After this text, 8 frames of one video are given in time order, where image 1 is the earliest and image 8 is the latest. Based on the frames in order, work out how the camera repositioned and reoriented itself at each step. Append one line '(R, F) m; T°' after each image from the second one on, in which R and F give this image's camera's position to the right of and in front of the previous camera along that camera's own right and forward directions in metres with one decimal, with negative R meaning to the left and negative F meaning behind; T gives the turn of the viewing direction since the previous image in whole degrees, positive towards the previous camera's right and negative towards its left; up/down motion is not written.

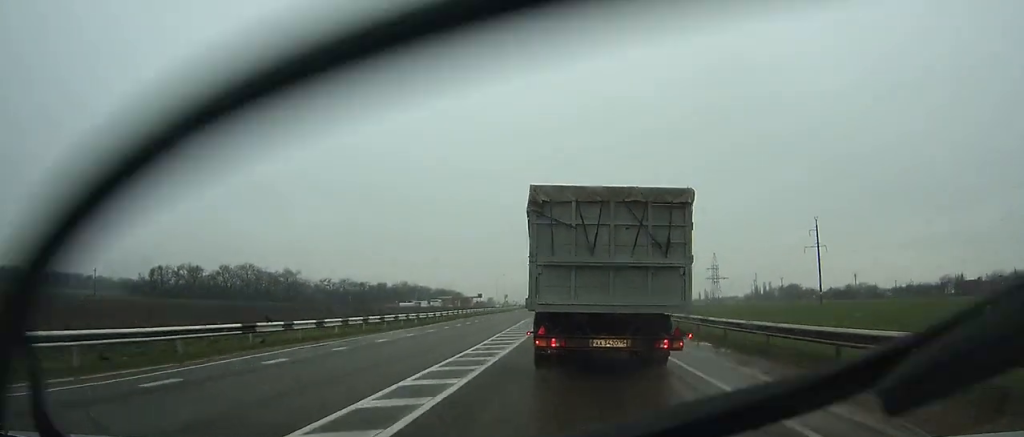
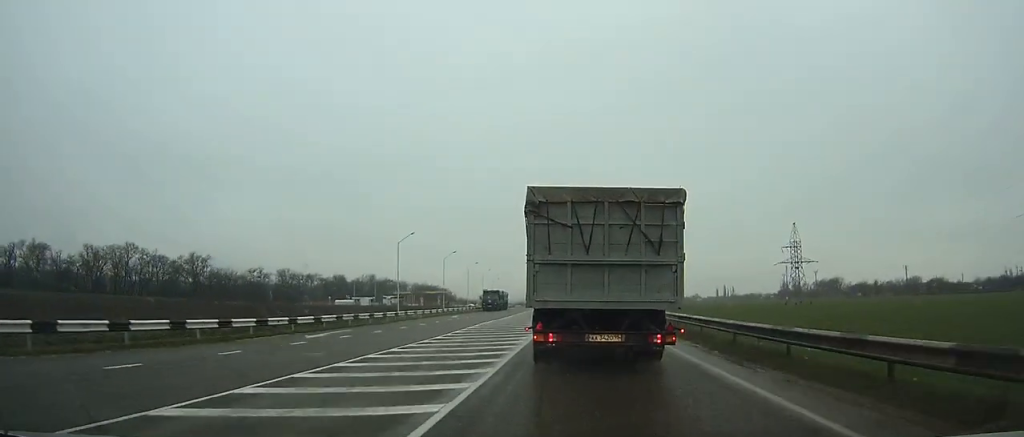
(-0.4, +86.0) m; -1°
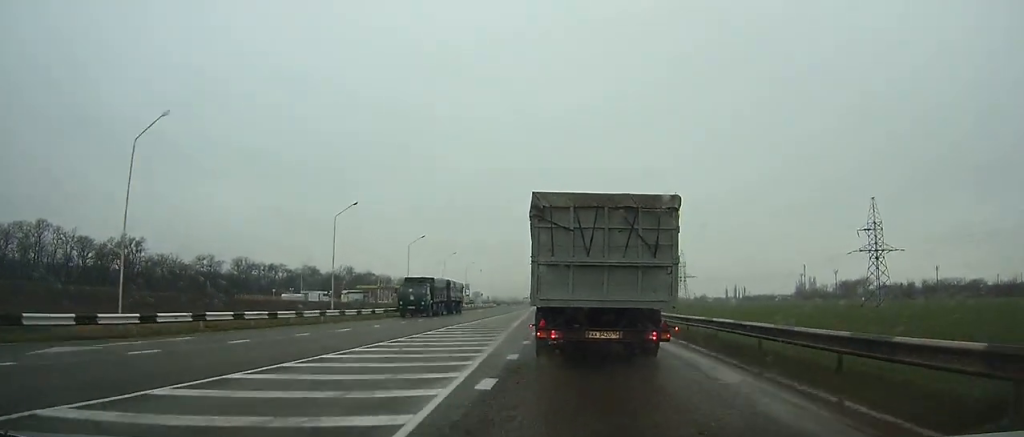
(-0.4, +43.3) m; -1°
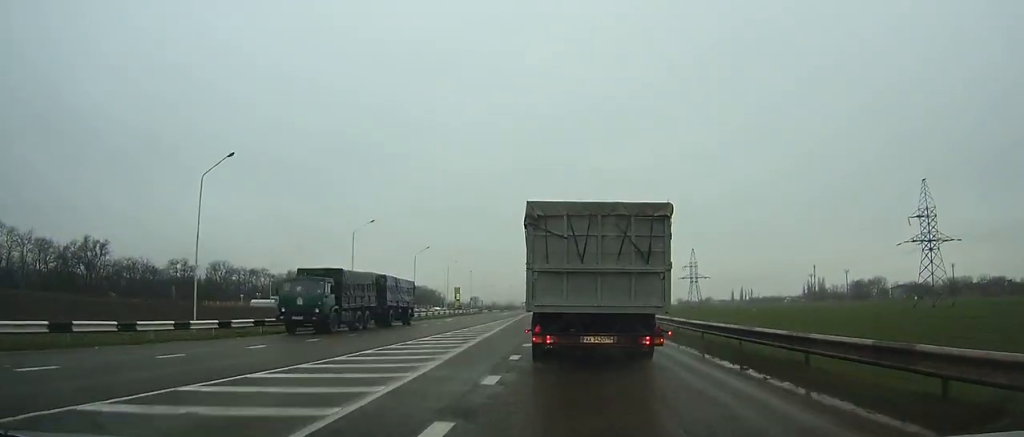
(+0.1, +19.1) m; 0°
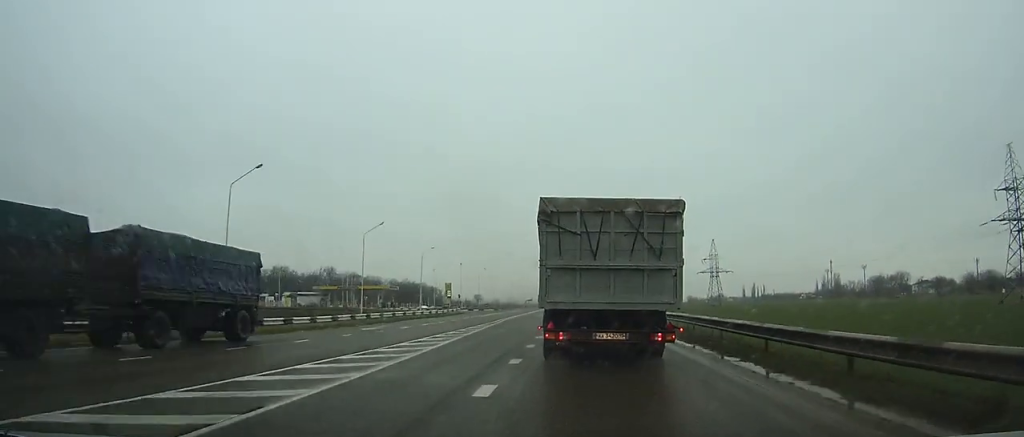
(0.0, +21.5) m; 0°
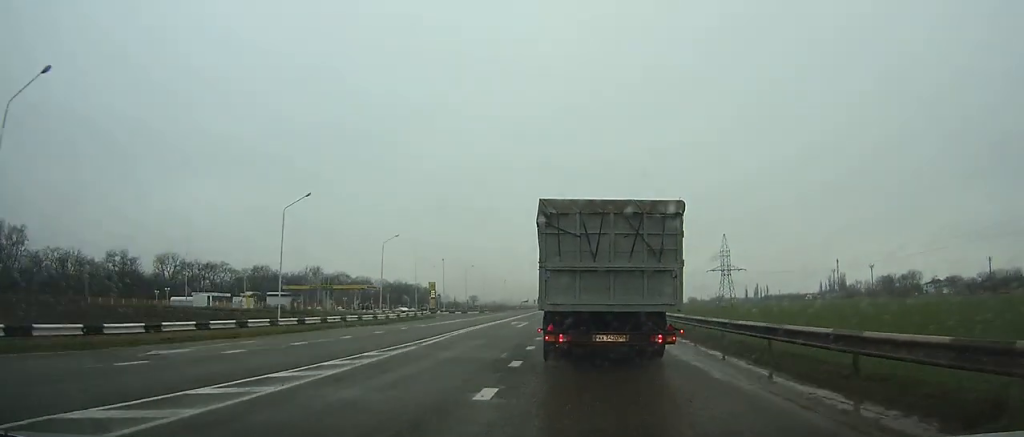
(0.0, +16.1) m; 0°
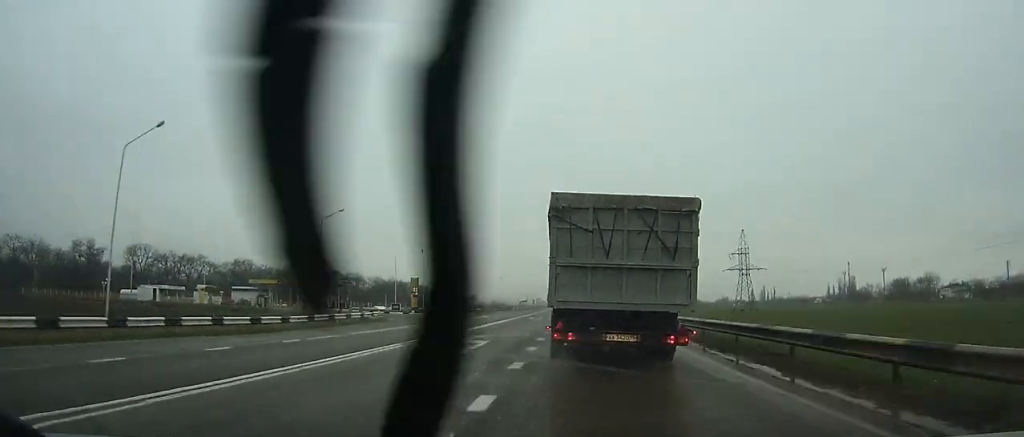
(0.0, +16.1) m; 0°
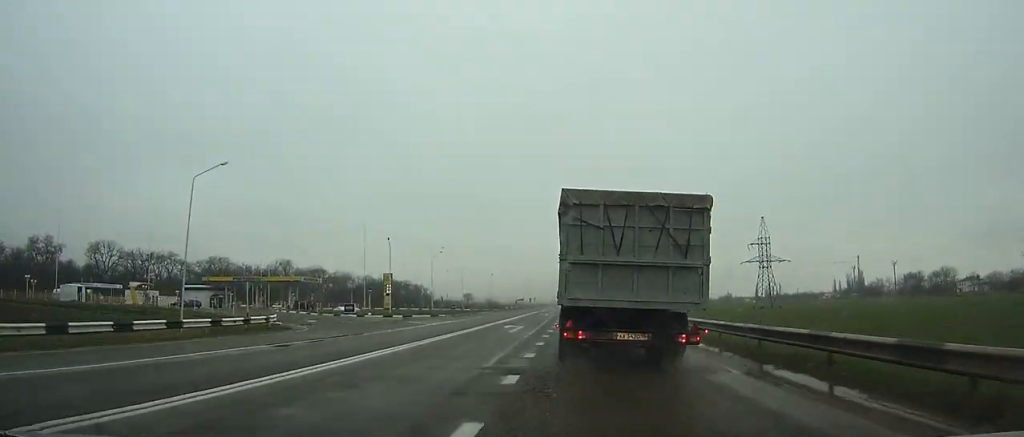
(0.0, +17.4) m; 0°
